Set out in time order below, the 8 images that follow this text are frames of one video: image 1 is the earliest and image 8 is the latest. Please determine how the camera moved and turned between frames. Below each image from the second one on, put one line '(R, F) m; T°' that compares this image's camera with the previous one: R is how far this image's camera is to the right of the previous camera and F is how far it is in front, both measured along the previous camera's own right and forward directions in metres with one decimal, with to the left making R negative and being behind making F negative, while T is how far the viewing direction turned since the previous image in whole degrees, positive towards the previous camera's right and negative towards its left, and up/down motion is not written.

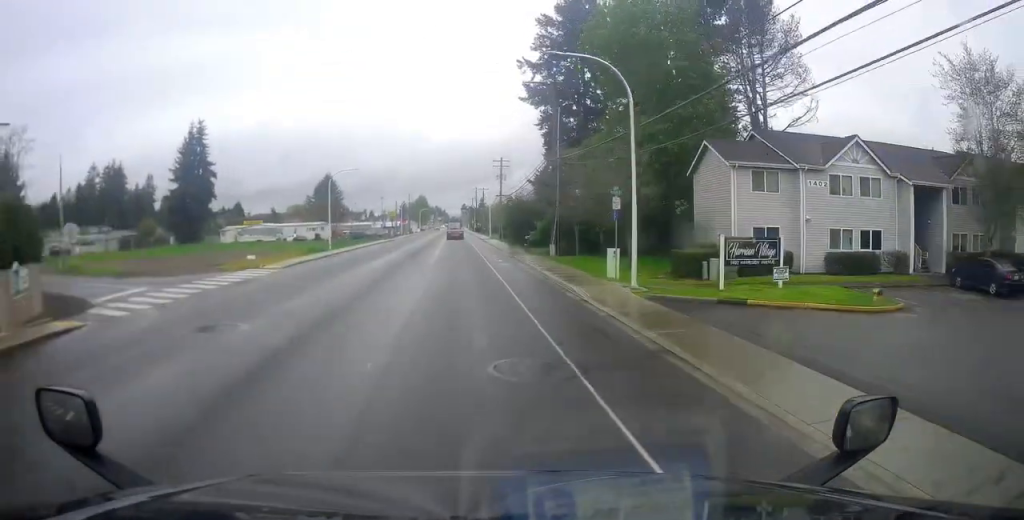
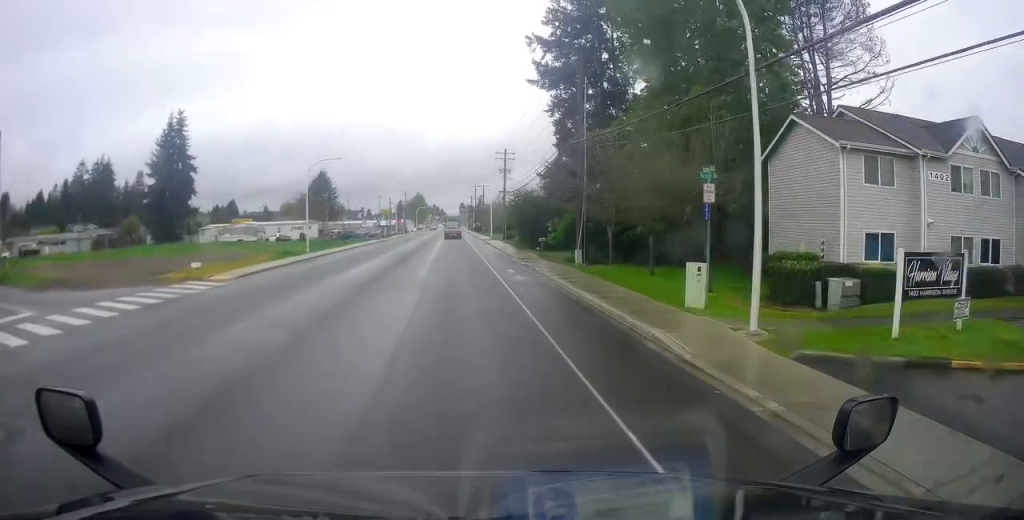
(0.0, +8.7) m; 0°
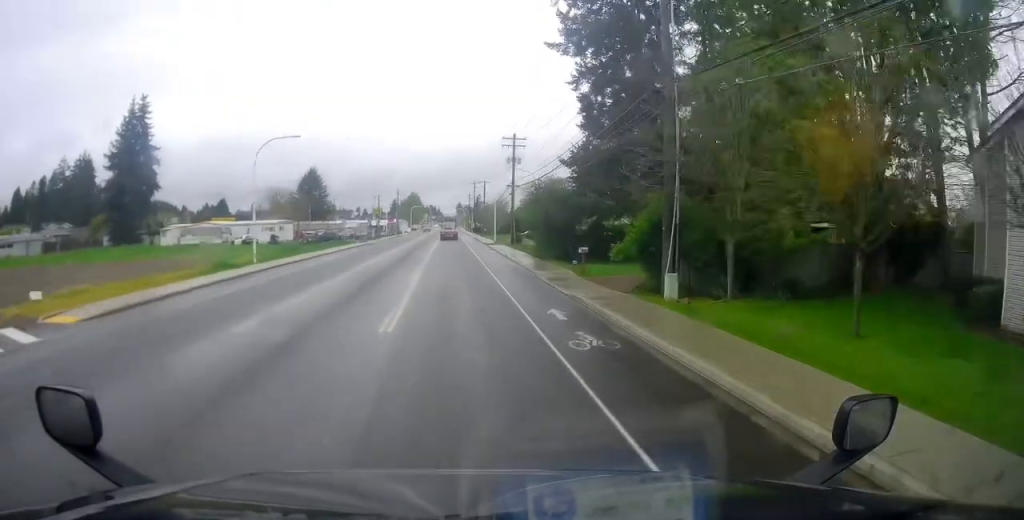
(0.0, +13.5) m; 0°
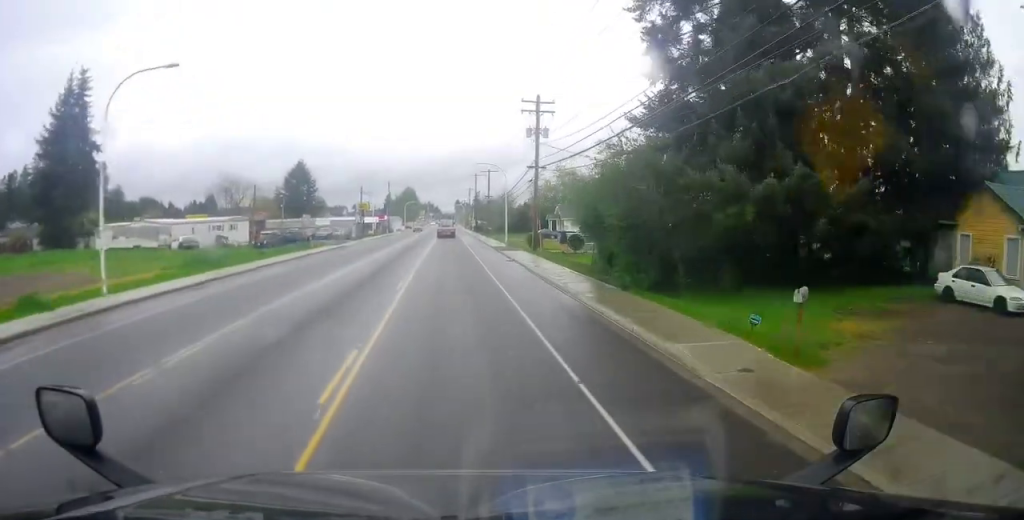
(0.0, +17.6) m; 0°
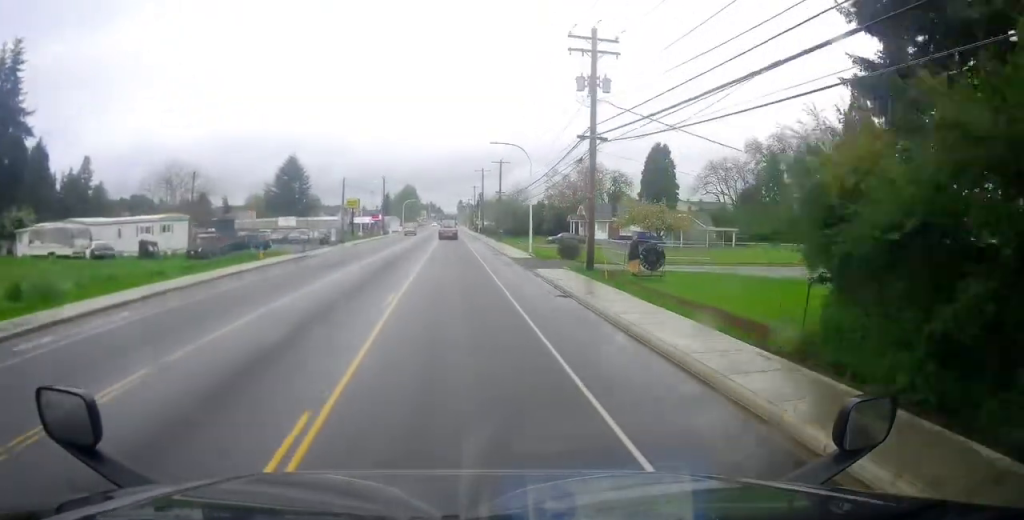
(-0.1, +16.0) m; 0°
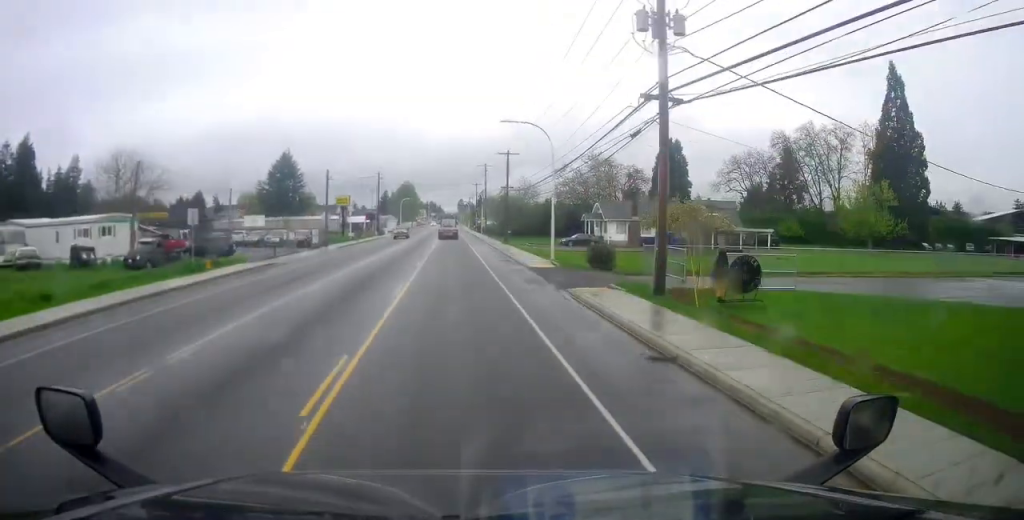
(-0.2, +9.1) m; +1°
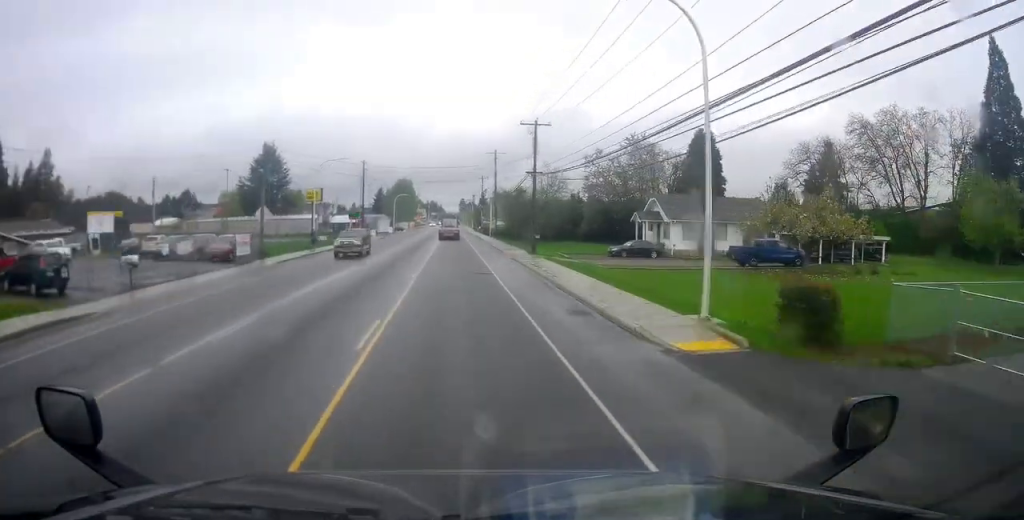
(+0.6, +20.7) m; +1°
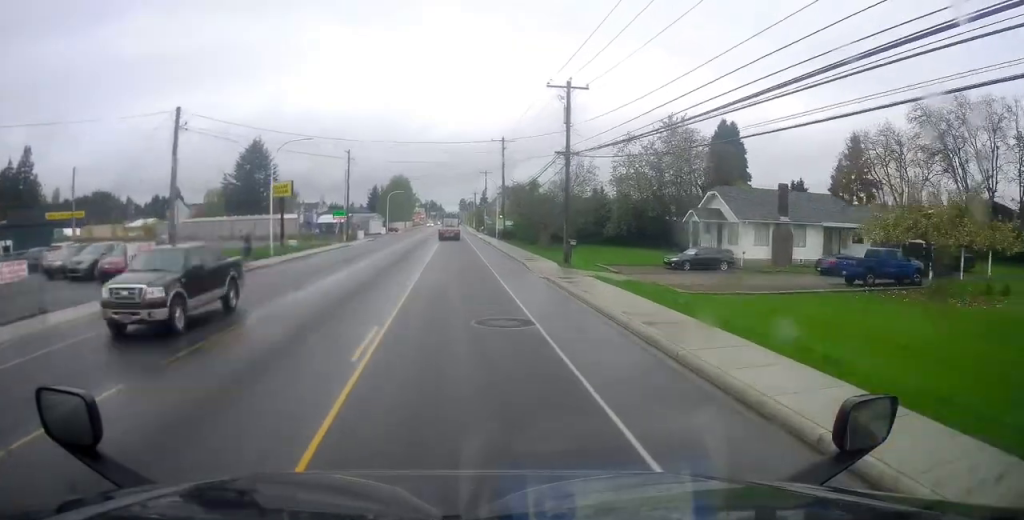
(-0.2, +13.1) m; 0°
